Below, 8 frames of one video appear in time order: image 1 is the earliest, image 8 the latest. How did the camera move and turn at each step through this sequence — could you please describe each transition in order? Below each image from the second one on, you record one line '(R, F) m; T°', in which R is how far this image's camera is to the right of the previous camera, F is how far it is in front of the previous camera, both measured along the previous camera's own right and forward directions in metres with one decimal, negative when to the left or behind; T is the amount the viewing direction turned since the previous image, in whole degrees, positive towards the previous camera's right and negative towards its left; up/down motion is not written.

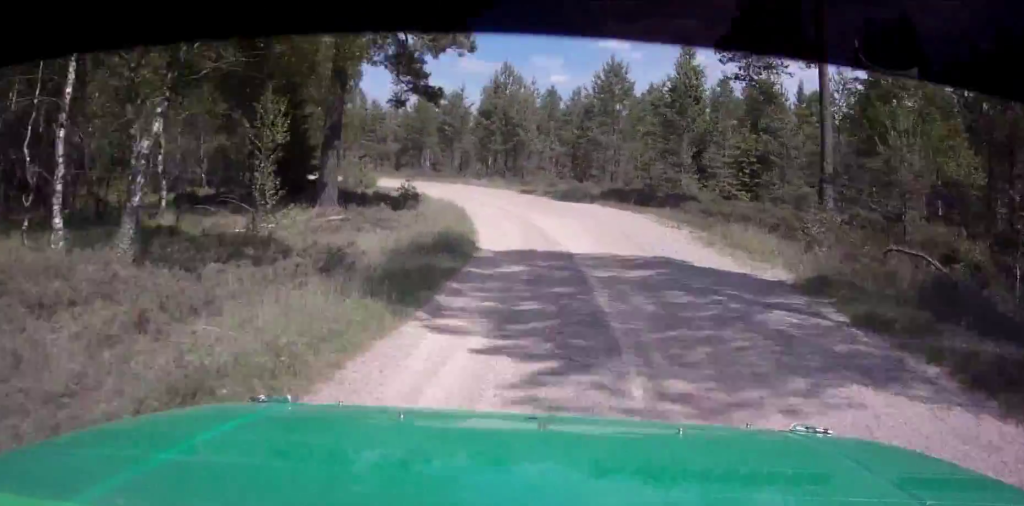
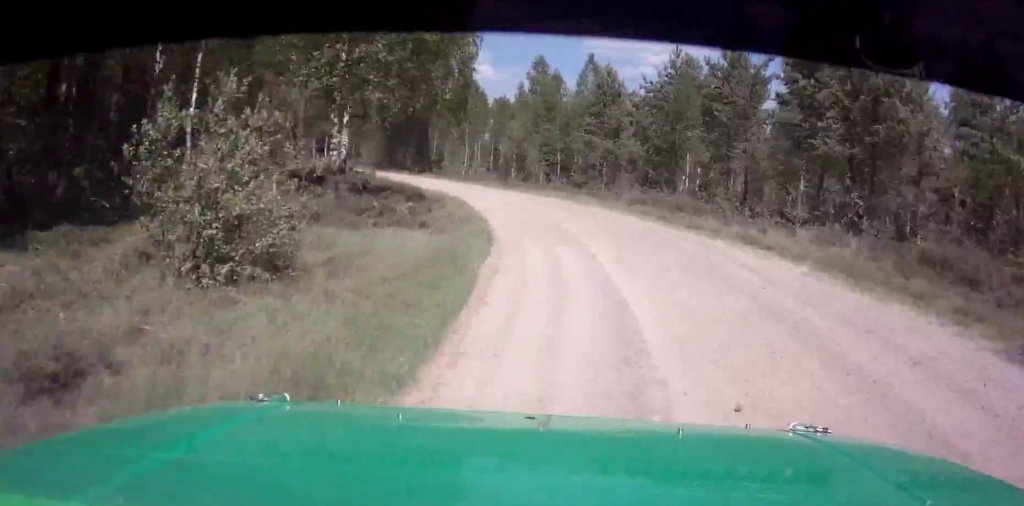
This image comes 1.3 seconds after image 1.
(-3.7, +31.9) m; -15°
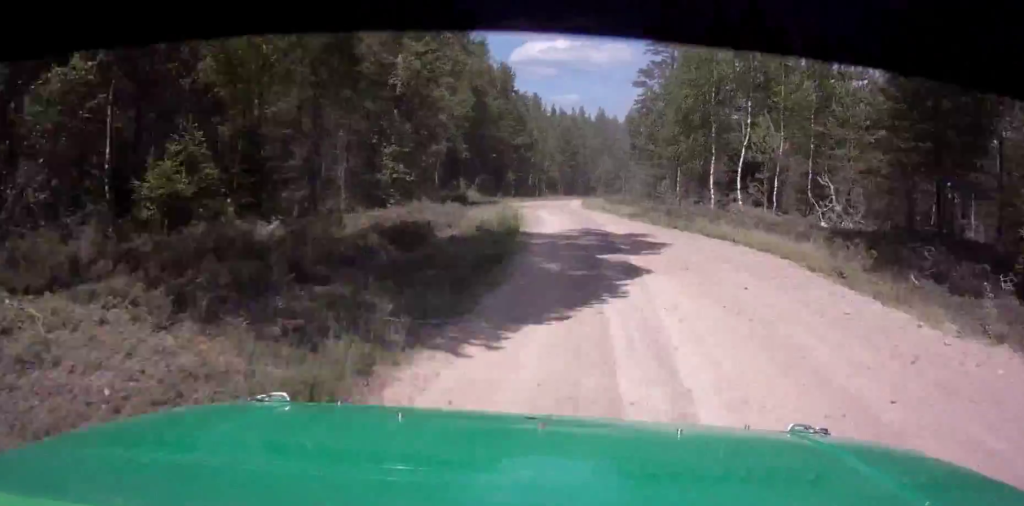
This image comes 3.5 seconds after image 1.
(-17.3, +49.4) m; -35°
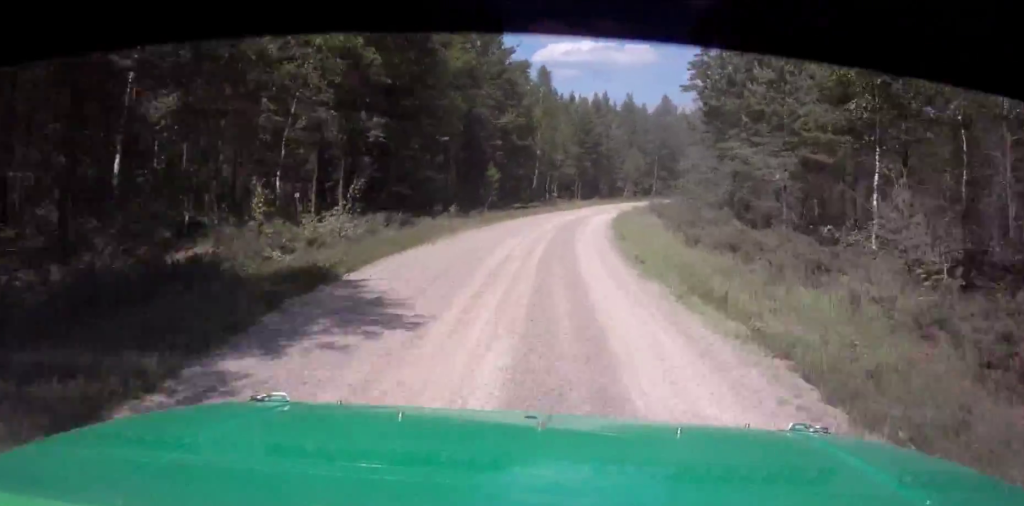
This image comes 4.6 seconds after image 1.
(-1.9, +28.7) m; -1°
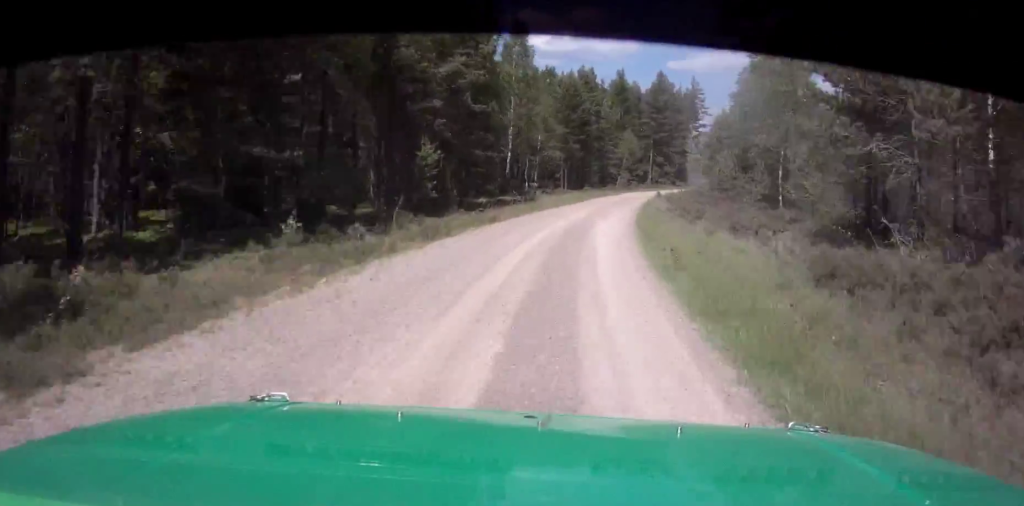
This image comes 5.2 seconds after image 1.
(+0.2, +17.9) m; +3°
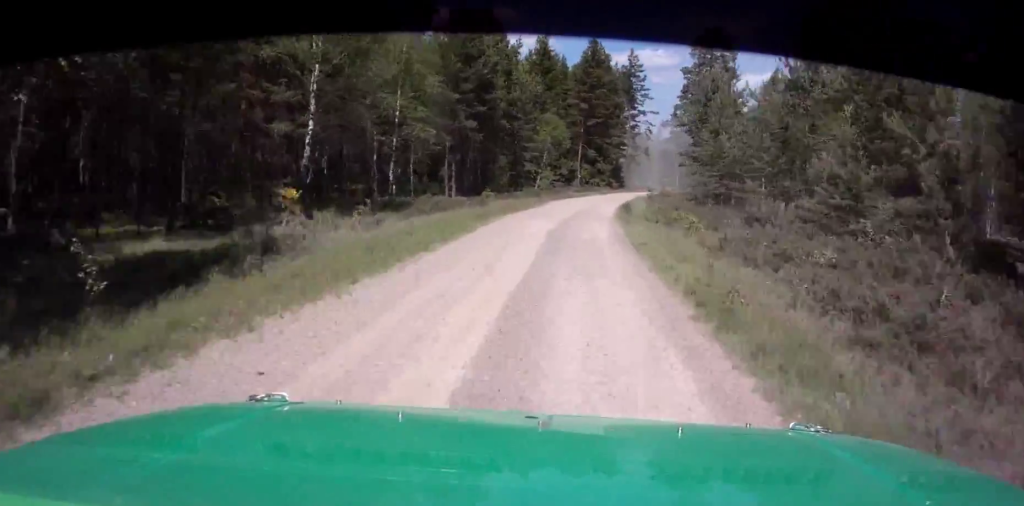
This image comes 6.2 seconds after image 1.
(+1.7, +31.5) m; +6°
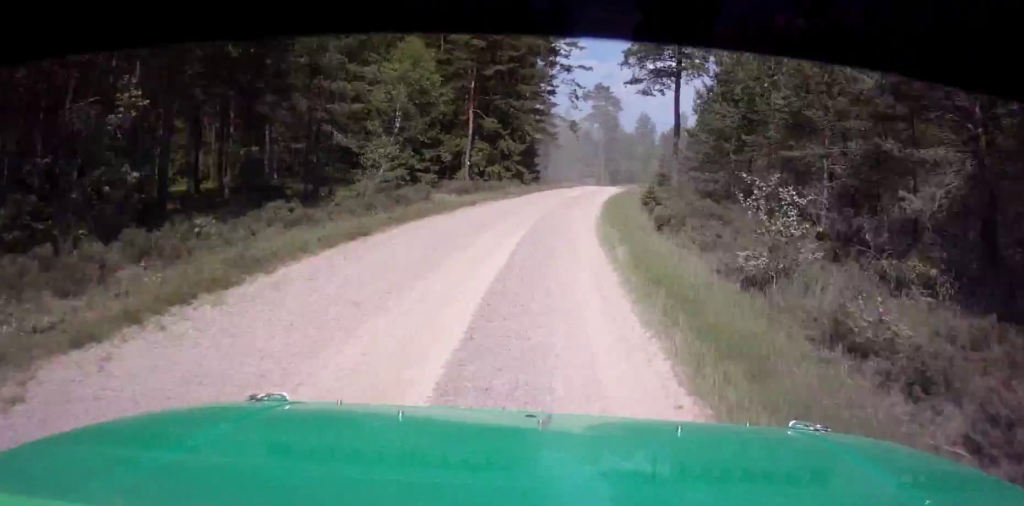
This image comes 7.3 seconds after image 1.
(+2.2, +38.3) m; +5°
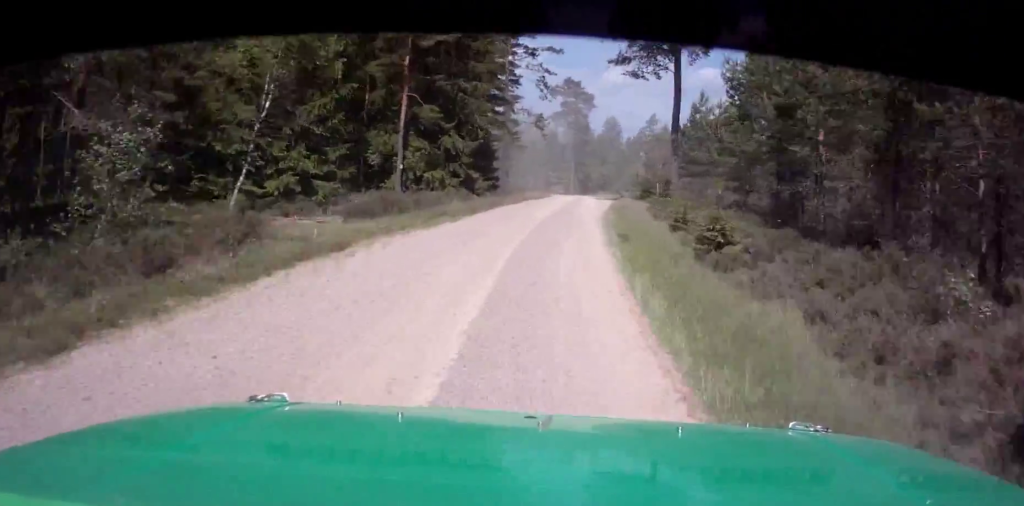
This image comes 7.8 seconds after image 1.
(+0.2, +14.4) m; +2°
